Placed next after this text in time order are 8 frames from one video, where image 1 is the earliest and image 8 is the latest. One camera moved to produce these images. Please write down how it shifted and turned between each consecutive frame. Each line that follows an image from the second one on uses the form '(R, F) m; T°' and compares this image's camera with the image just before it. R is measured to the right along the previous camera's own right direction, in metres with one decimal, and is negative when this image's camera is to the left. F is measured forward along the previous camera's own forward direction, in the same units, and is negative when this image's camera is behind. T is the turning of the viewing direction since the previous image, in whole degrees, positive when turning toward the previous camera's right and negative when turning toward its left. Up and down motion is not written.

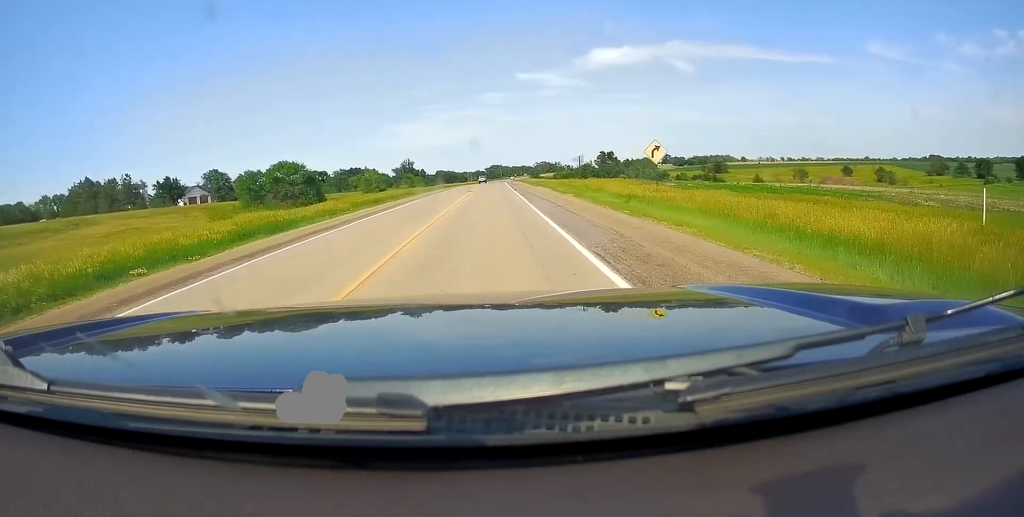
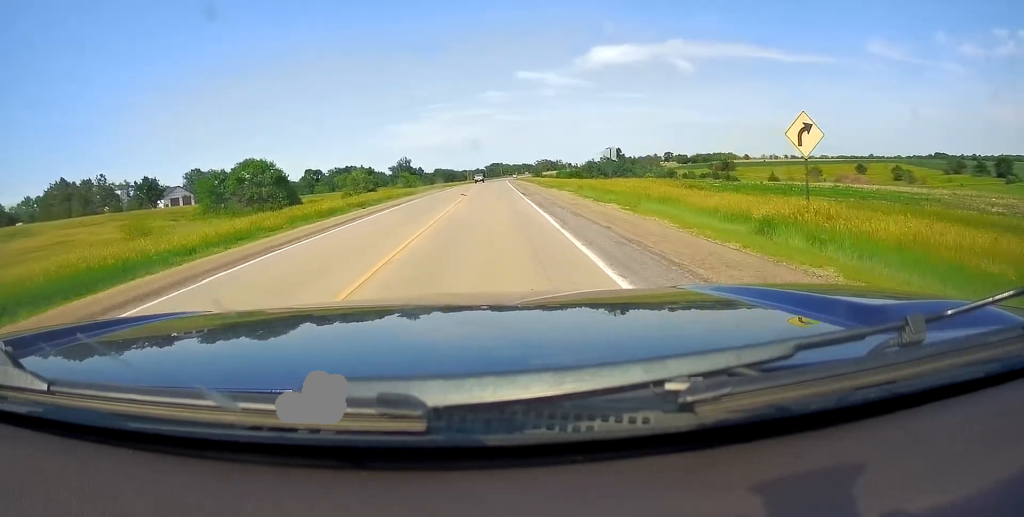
(+0.2, +12.6) m; +1°
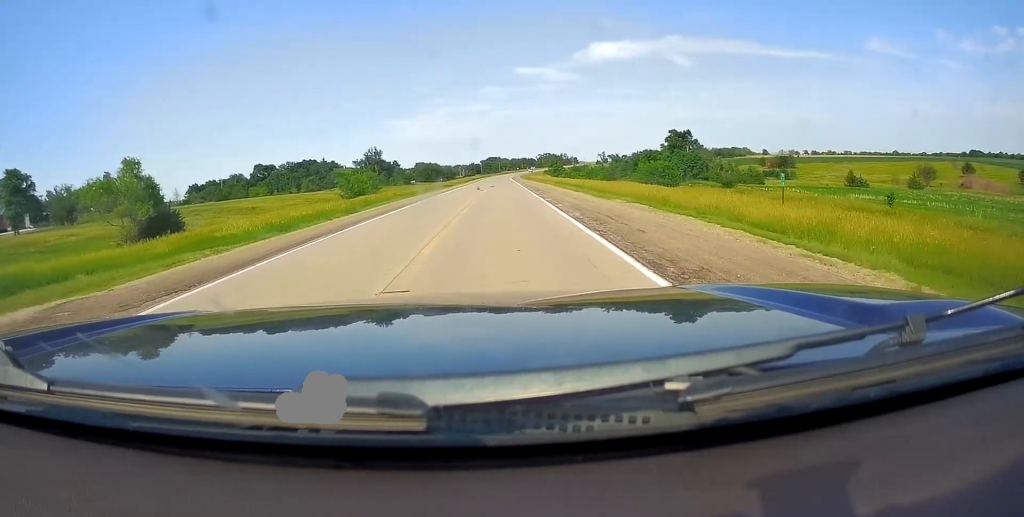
(-0.5, +80.1) m; -1°
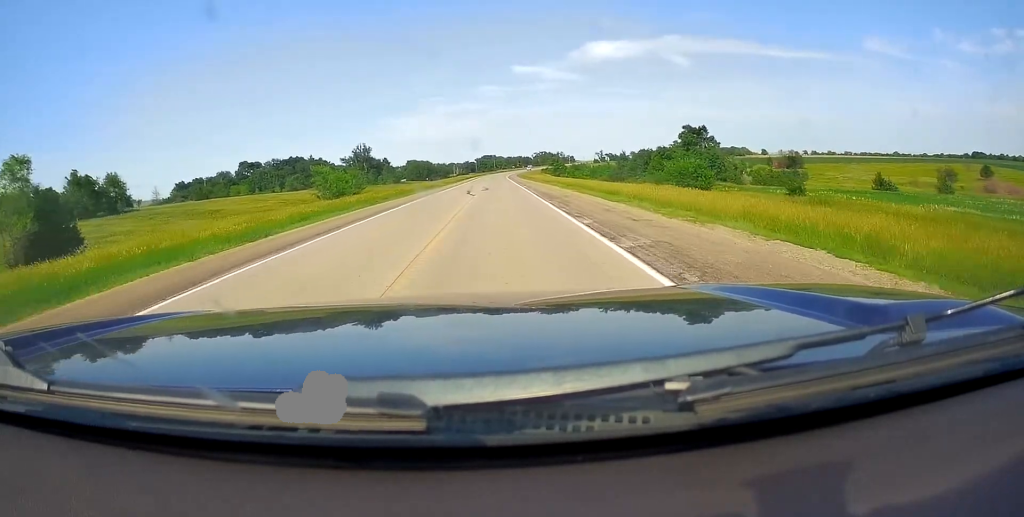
(+0.2, +13.1) m; 0°
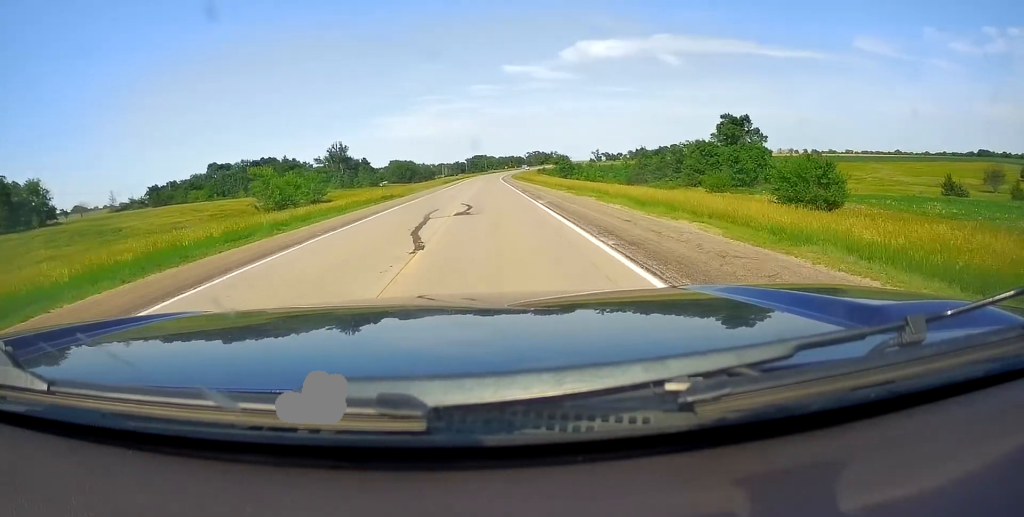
(-0.8, +25.5) m; 0°
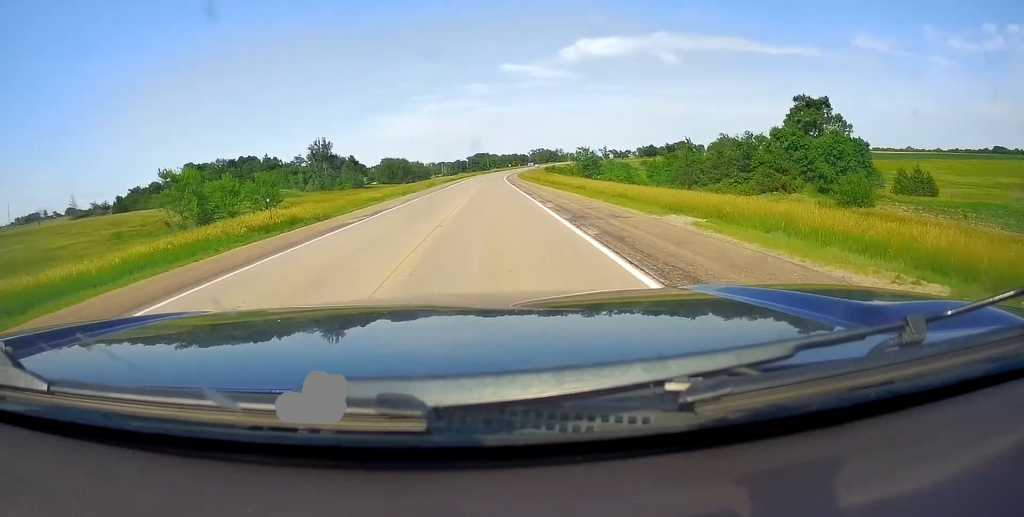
(+0.7, +25.1) m; +1°
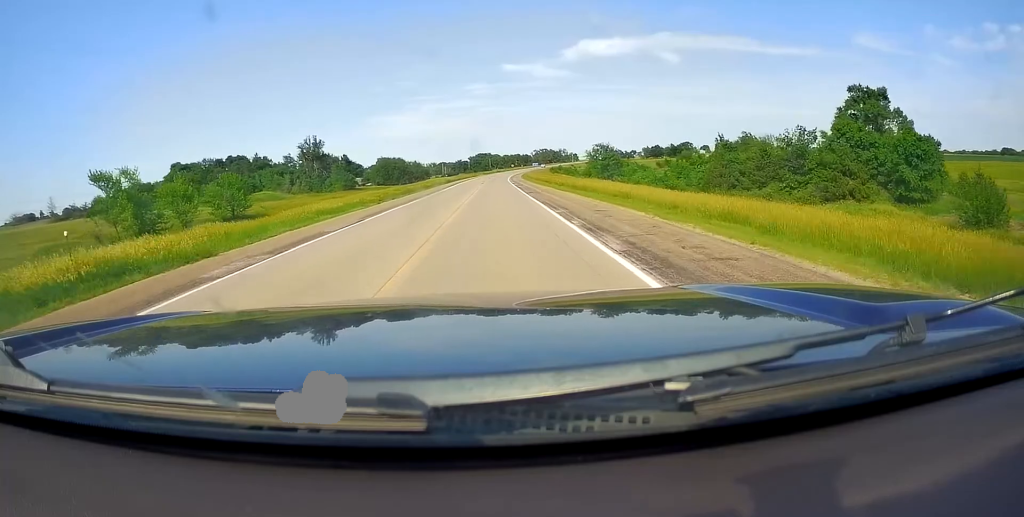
(0.0, +12.5) m; 0°
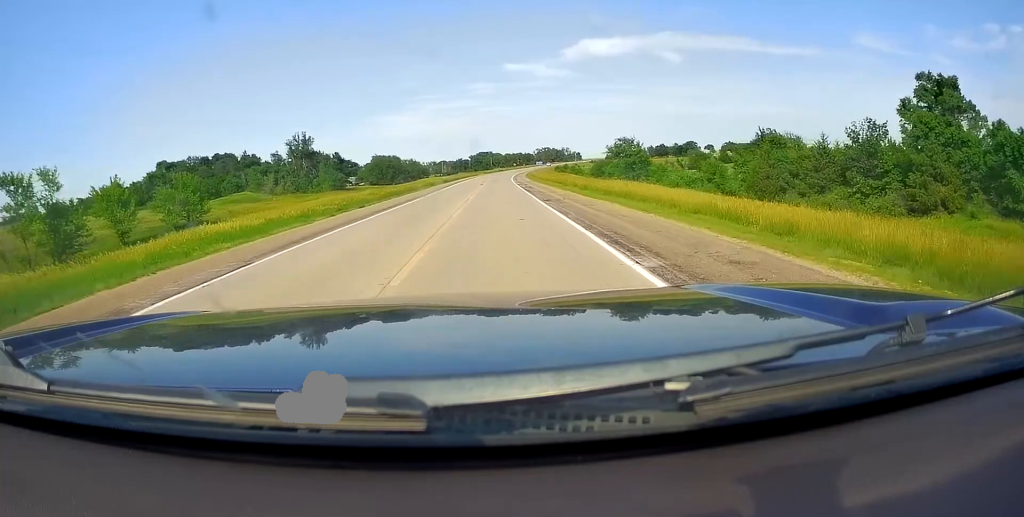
(-0.2, +12.0) m; 0°
